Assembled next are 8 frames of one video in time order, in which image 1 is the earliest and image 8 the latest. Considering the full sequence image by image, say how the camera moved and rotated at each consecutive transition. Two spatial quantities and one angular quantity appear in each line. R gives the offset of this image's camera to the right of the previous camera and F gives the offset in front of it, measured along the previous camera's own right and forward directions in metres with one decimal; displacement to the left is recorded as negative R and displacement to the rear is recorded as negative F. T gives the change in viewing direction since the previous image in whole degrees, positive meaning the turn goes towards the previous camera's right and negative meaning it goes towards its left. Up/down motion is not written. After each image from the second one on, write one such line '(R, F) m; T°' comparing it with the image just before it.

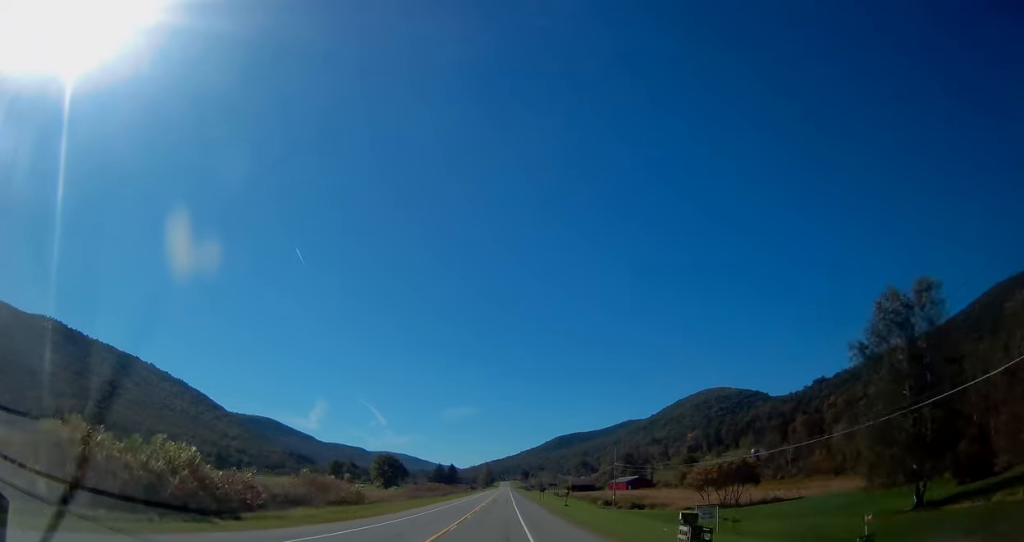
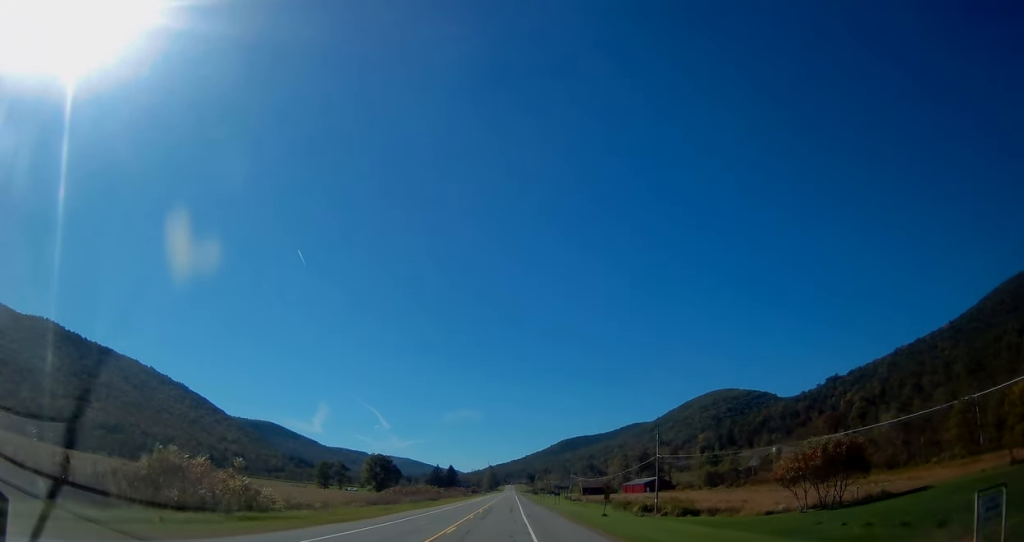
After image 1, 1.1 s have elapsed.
(+0.6, +26.6) m; +1°
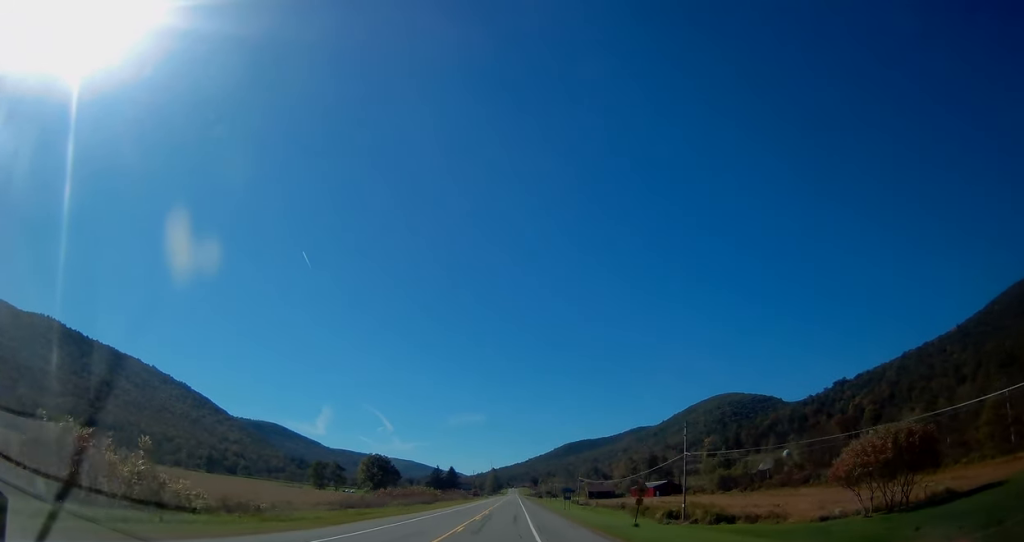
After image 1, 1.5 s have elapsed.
(0.0, +10.8) m; 0°
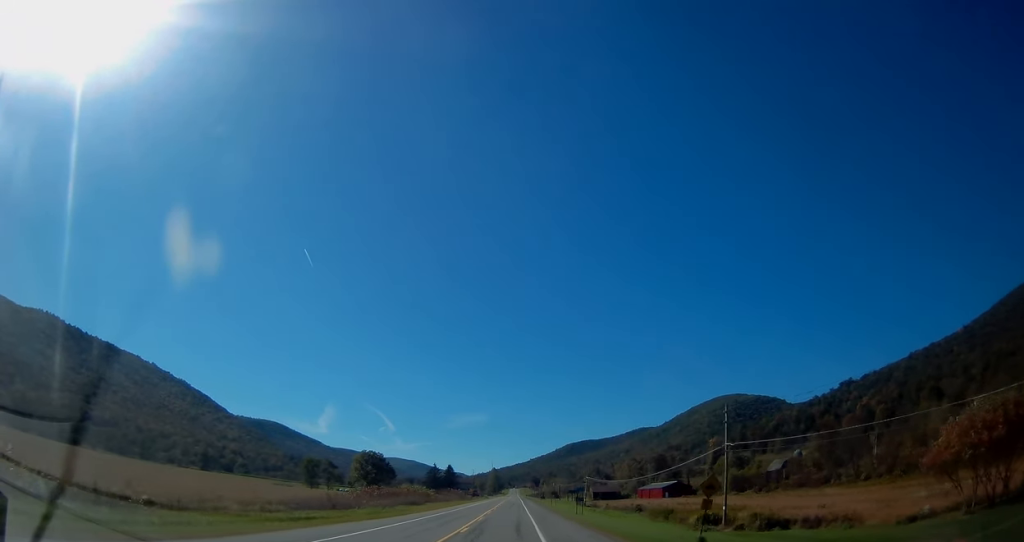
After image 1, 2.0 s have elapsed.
(0.0, +12.4) m; 0°
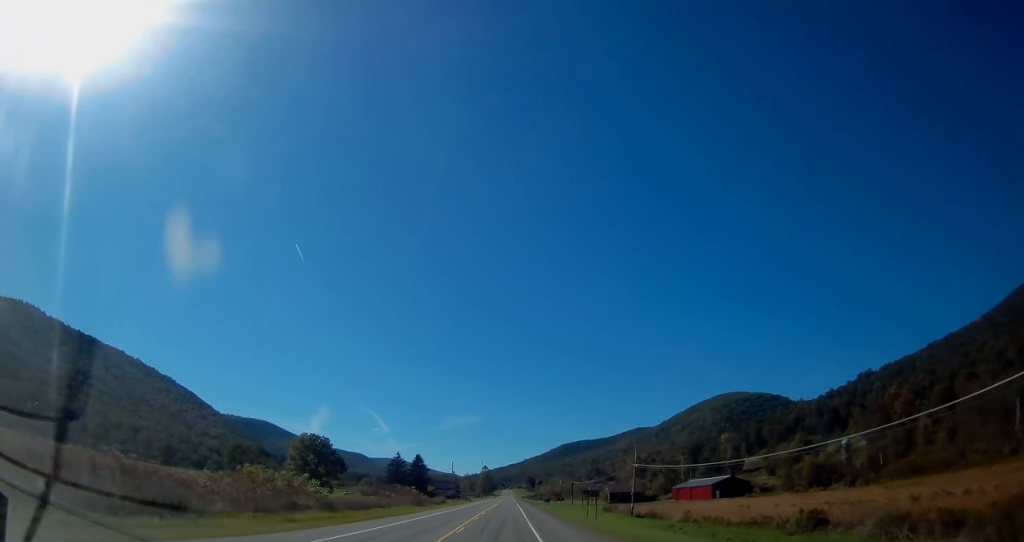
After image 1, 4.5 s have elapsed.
(+0.1, +61.9) m; 0°
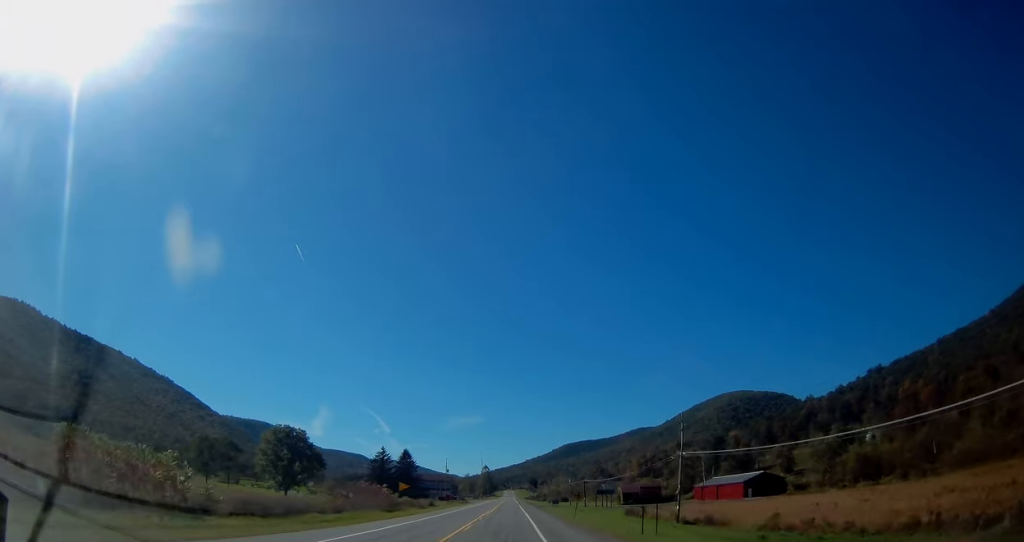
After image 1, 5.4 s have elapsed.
(0.0, +21.4) m; +1°
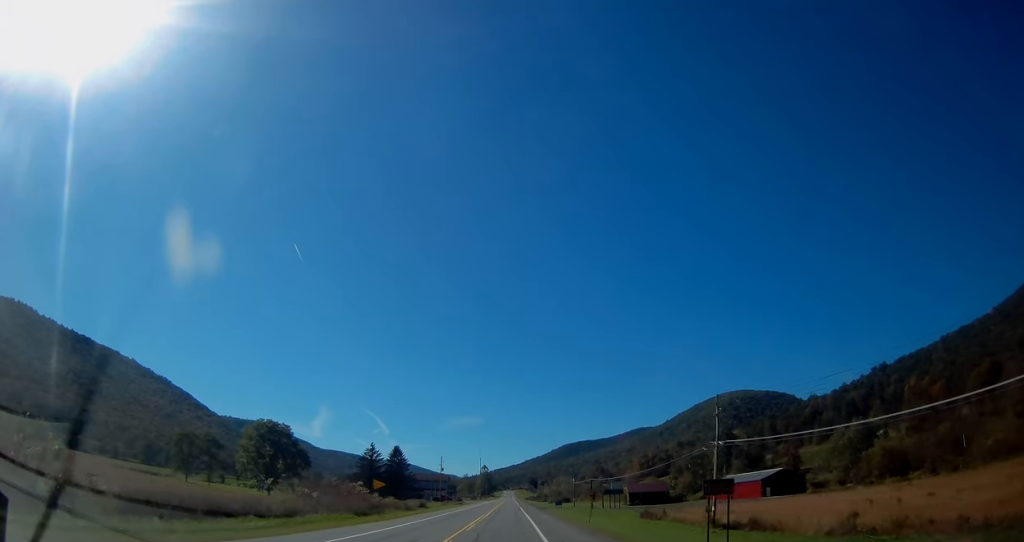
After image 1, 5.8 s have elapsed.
(0.0, +10.7) m; 0°
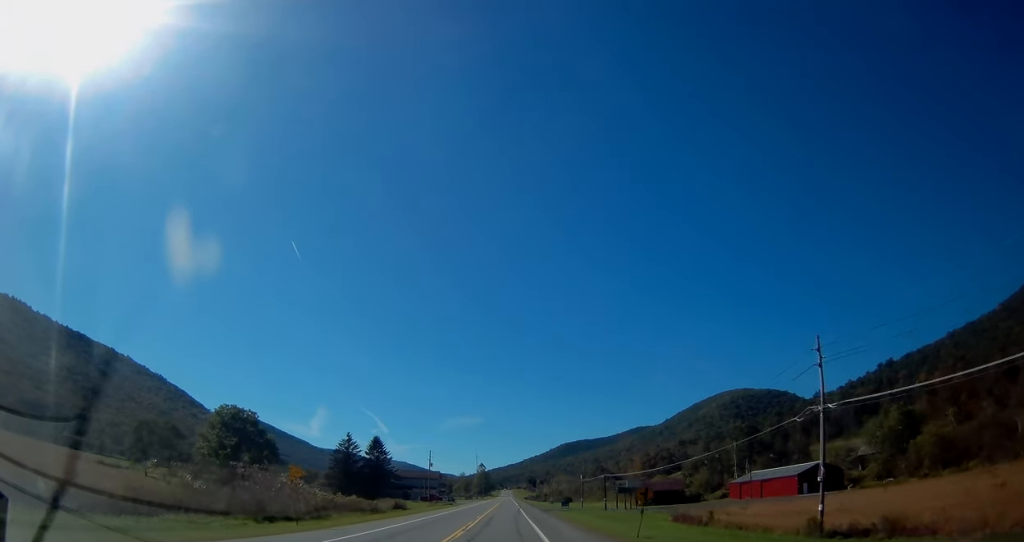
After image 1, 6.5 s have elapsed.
(+0.4, +18.2) m; 0°
